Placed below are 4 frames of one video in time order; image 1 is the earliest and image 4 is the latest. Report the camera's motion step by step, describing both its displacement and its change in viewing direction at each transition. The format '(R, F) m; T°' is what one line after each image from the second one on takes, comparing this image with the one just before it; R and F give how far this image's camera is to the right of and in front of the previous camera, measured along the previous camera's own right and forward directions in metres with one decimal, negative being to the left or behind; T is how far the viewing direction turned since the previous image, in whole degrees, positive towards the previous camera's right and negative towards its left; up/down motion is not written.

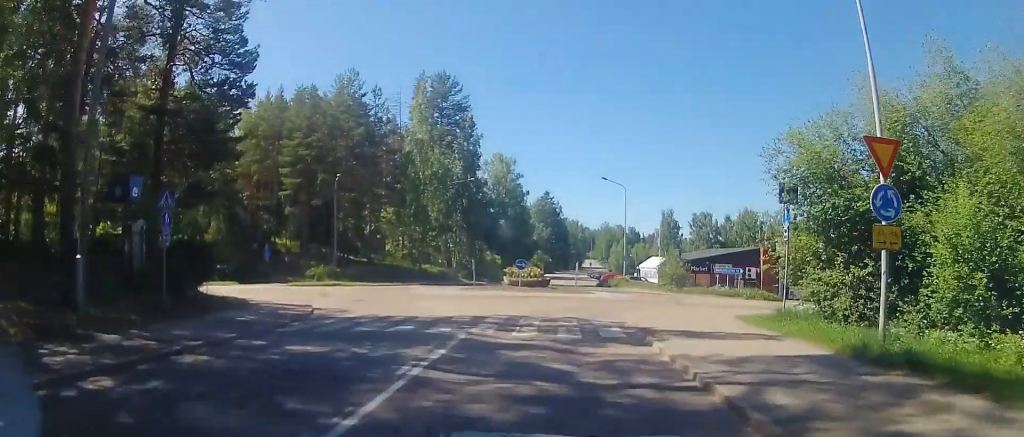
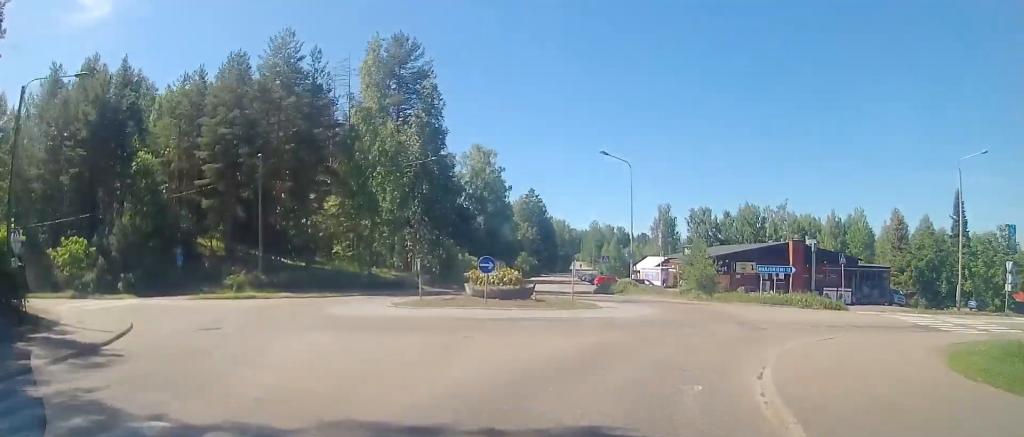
(-0.3, +15.1) m; +3°
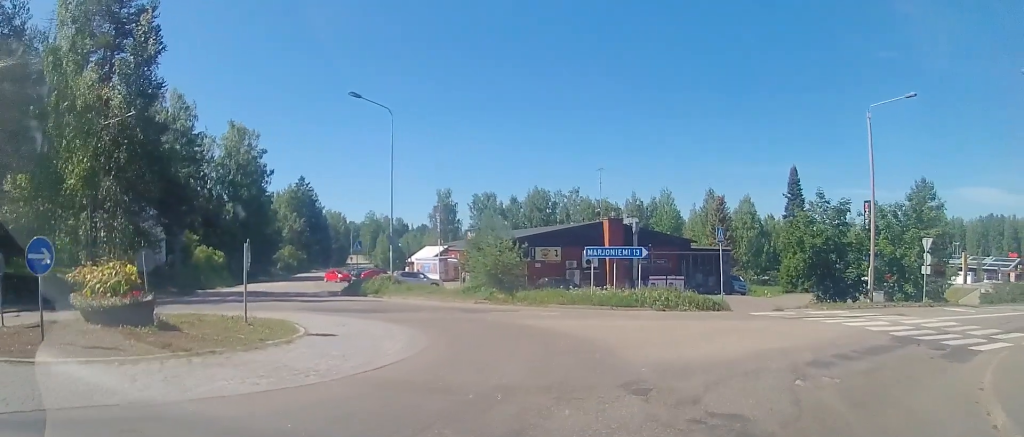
(+3.5, +13.2) m; +24°
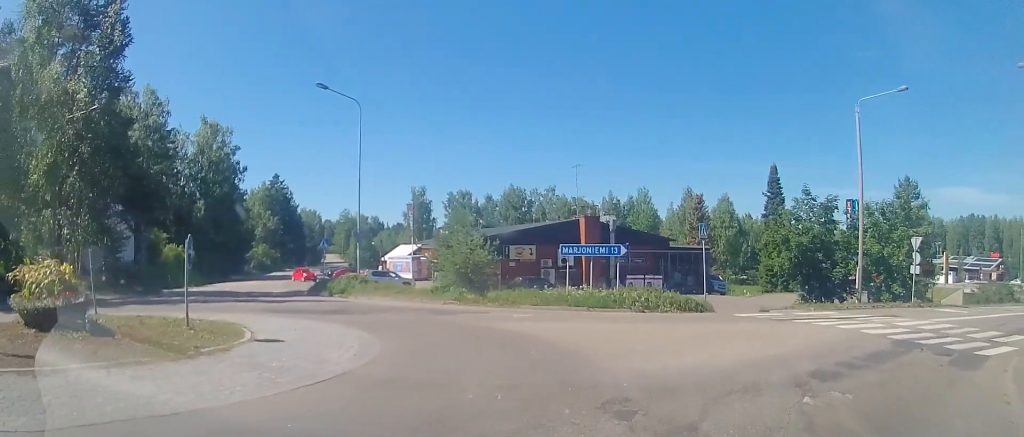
(-0.1, +1.6) m; +2°
